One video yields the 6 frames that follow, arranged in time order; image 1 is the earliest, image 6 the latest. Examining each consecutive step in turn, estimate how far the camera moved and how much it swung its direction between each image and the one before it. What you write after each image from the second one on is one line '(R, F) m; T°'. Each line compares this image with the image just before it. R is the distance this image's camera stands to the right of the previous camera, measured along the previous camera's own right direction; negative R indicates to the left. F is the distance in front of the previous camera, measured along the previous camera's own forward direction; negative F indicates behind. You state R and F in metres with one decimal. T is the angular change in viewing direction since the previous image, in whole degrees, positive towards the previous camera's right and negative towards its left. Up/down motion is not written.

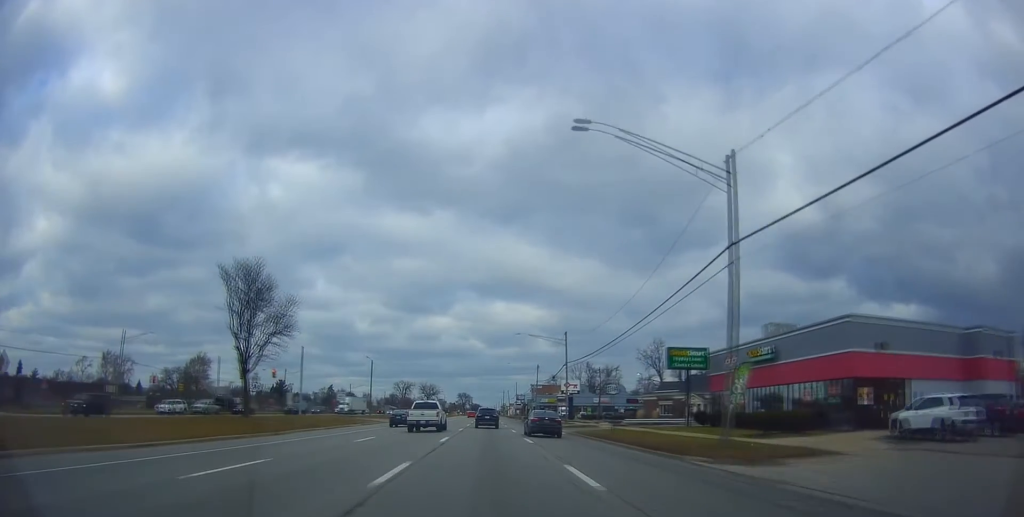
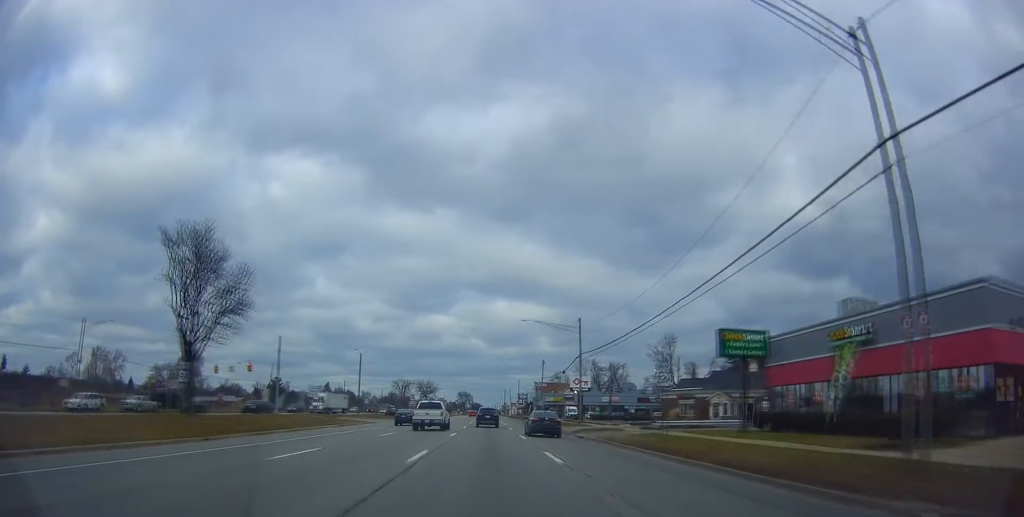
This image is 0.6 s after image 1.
(-0.2, +9.5) m; 0°
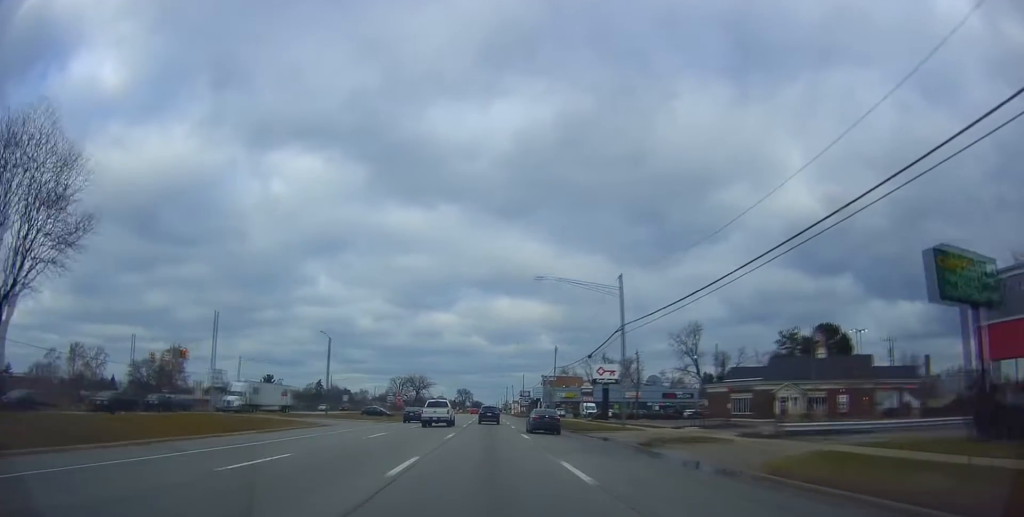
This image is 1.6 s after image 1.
(+0.3, +18.3) m; +1°
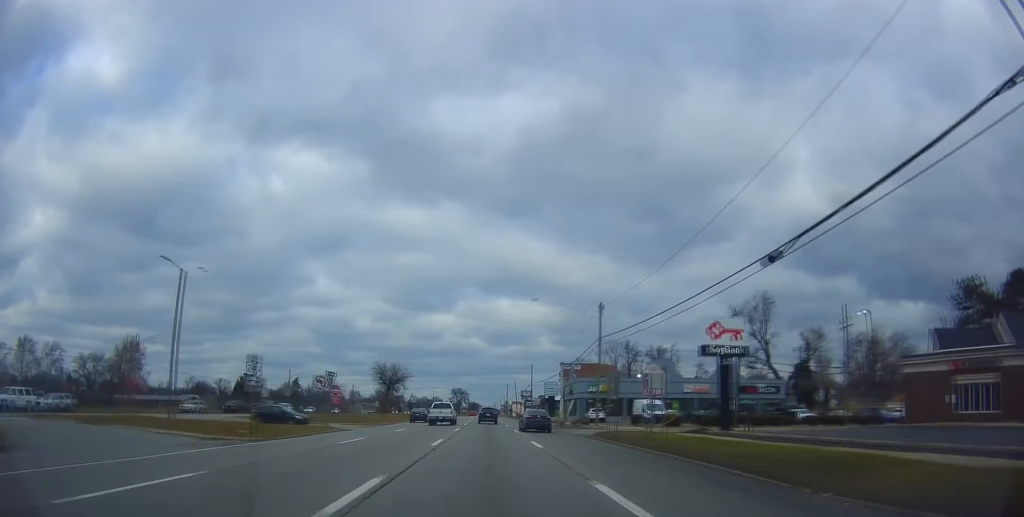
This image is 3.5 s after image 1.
(0.0, +36.7) m; -2°
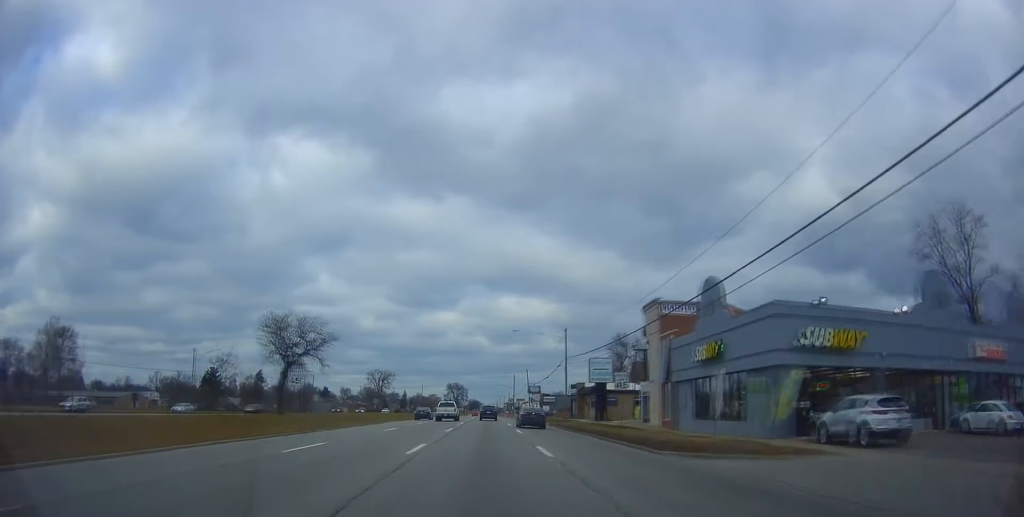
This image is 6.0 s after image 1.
(-0.3, +51.0) m; 0°
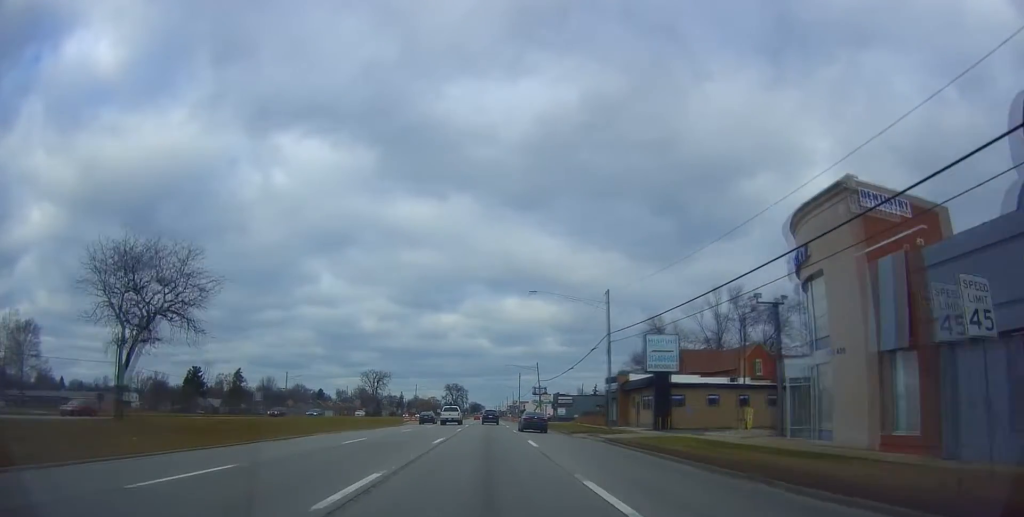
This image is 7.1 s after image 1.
(-0.2, +23.8) m; 0°
